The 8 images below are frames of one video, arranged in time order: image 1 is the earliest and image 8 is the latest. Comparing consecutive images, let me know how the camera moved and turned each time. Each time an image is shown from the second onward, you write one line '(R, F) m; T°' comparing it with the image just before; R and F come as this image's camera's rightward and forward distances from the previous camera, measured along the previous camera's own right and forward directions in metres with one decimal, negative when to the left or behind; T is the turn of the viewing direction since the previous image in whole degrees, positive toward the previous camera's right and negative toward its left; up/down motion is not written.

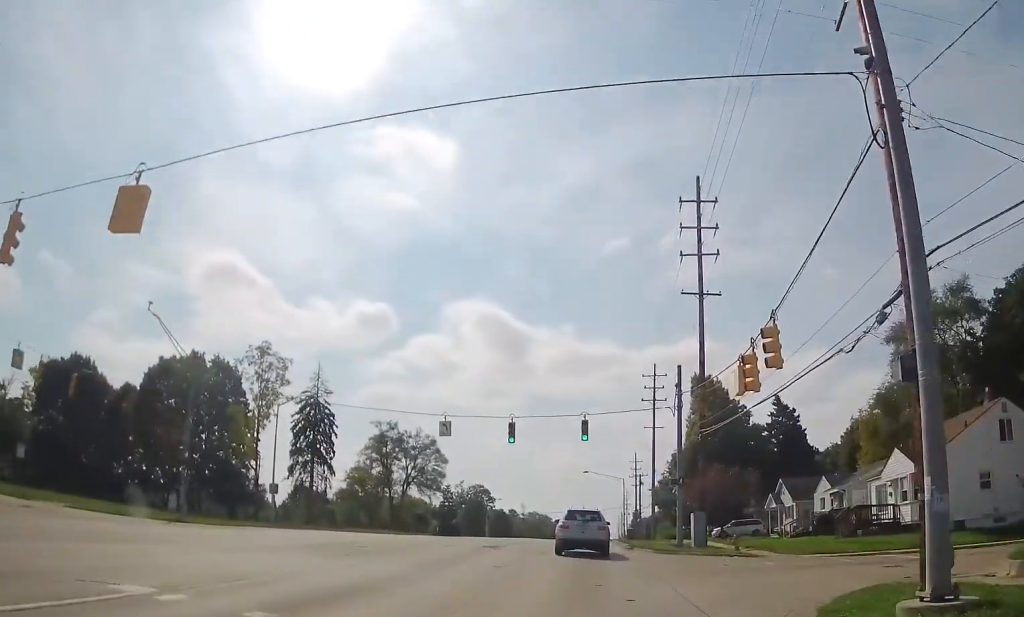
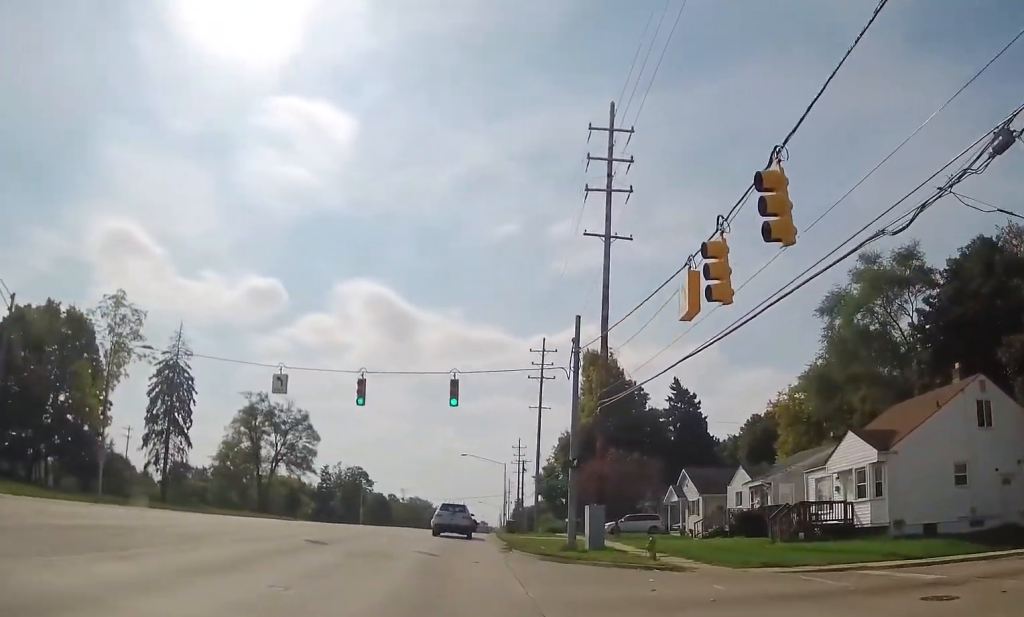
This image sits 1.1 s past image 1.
(+0.2, +9.4) m; +6°
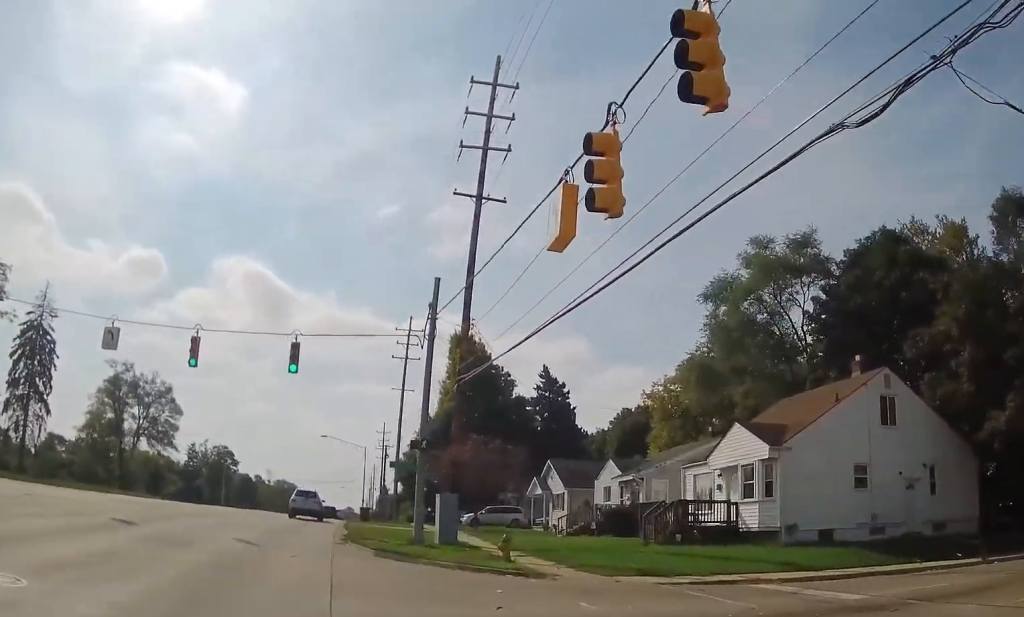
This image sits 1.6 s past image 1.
(+0.4, +3.7) m; +13°
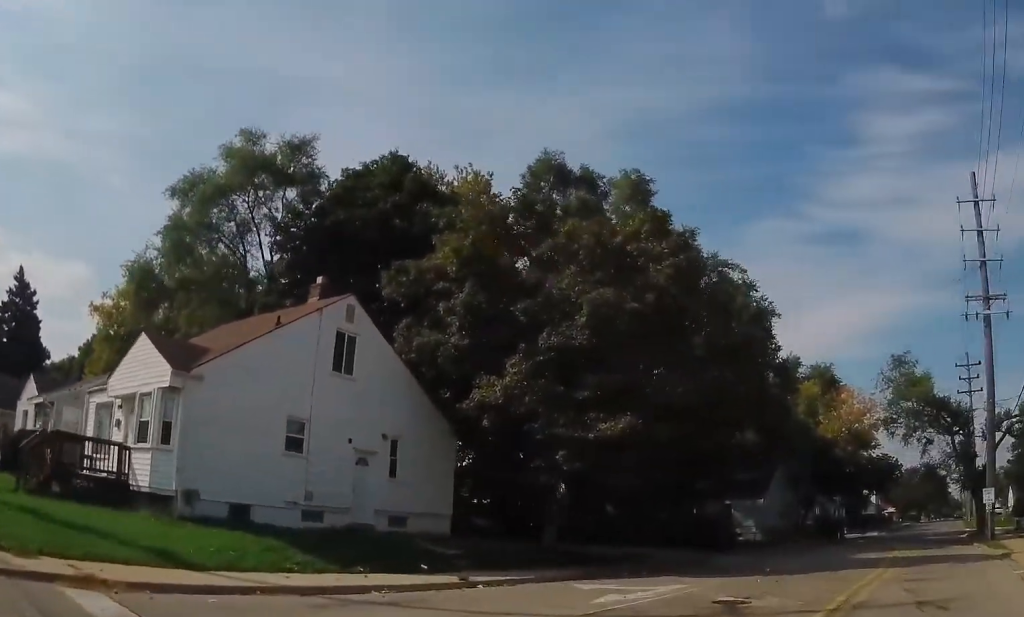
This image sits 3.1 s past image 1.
(+2.5, +7.1) m; +51°
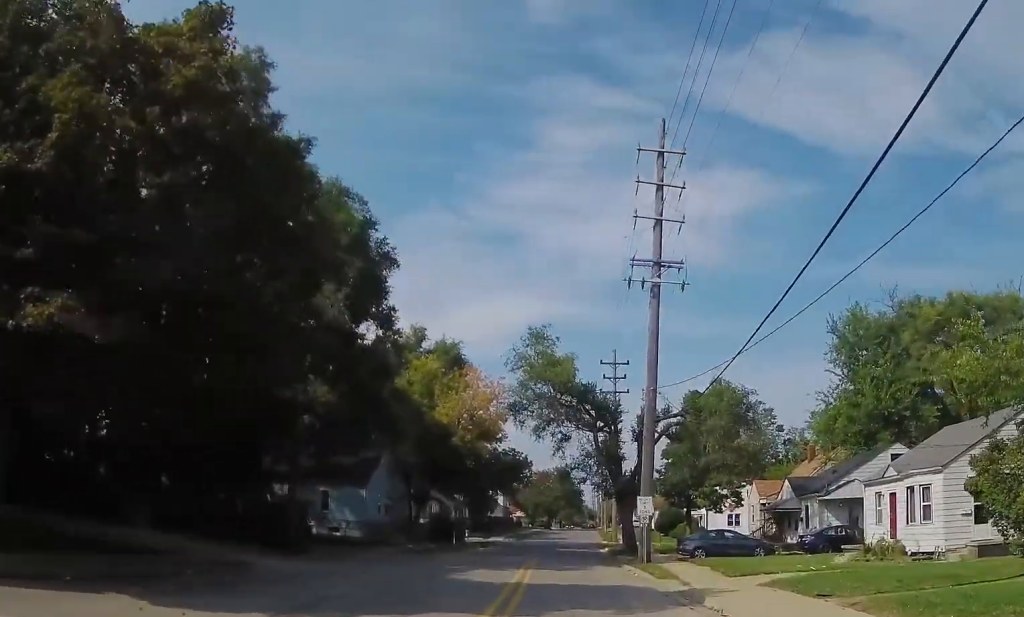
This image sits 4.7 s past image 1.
(+3.3, +9.1) m; +24°
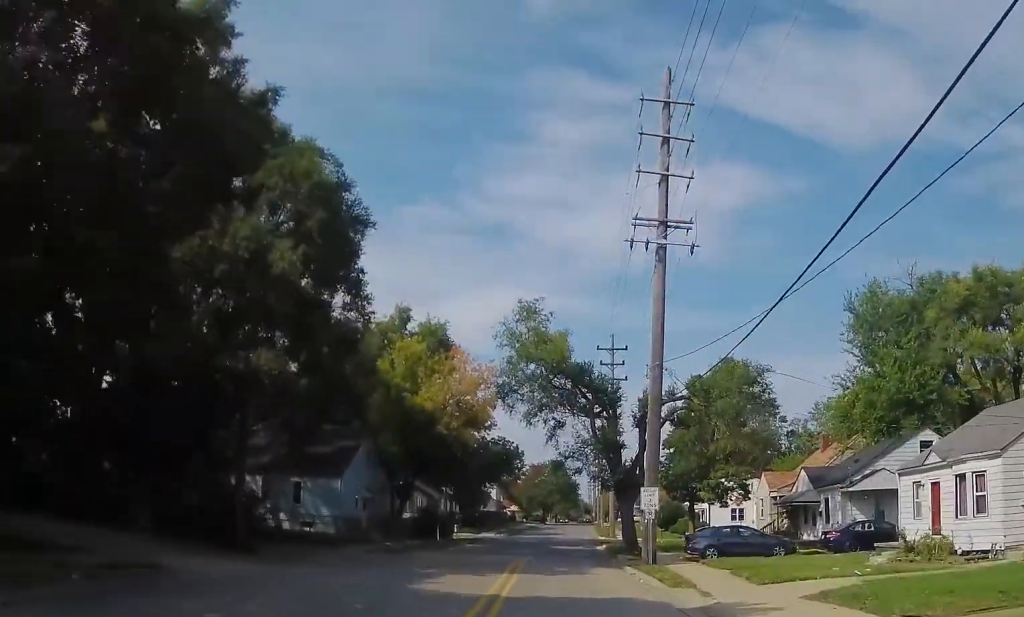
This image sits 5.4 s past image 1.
(+0.1, +4.3) m; +1°
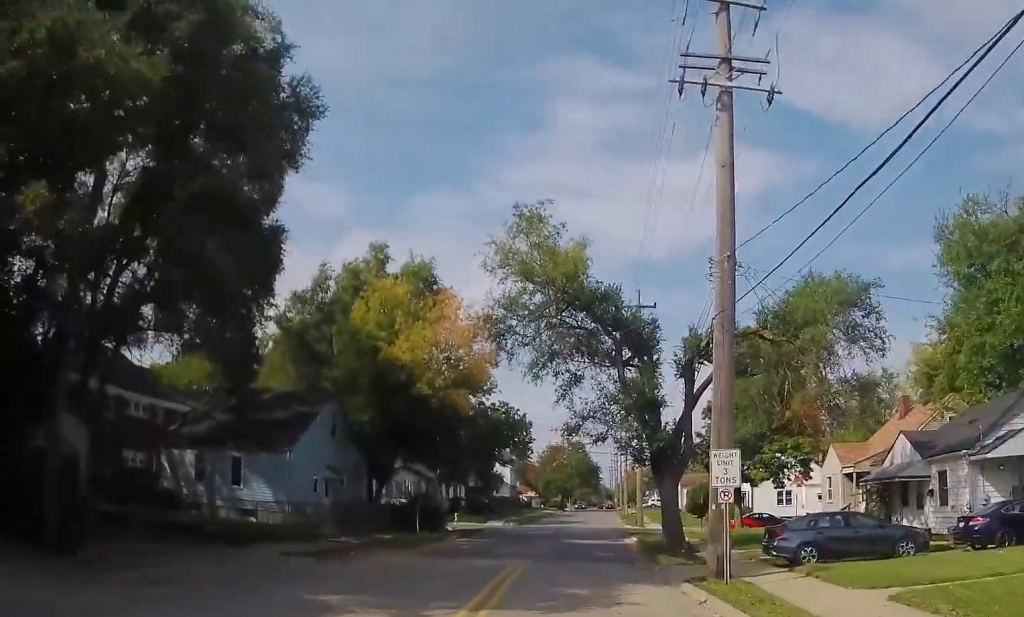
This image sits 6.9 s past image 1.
(0.0, +10.5) m; 0°
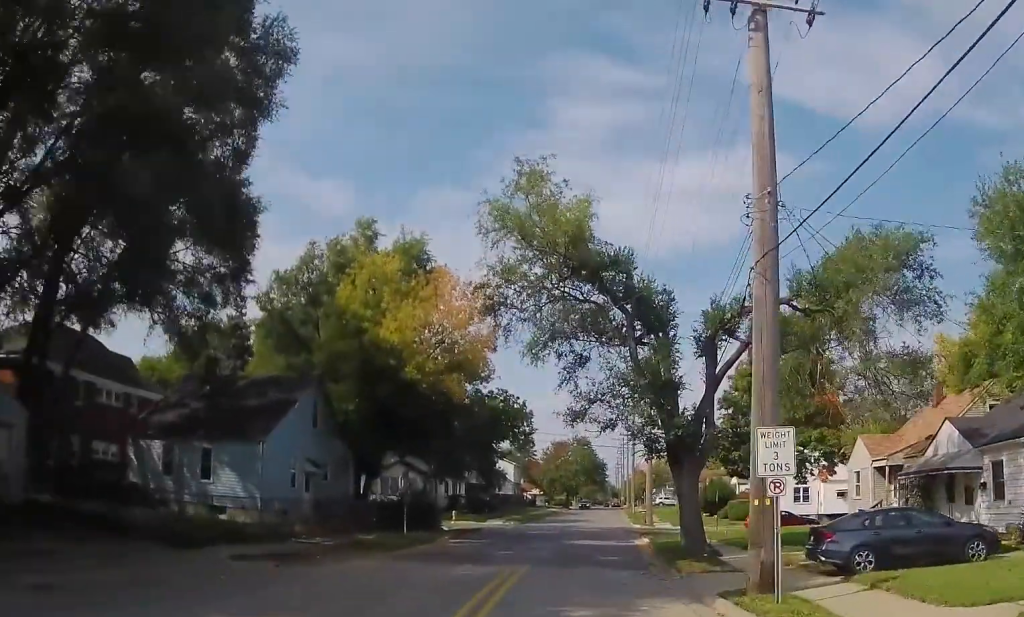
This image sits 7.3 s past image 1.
(0.0, +3.4) m; 0°
